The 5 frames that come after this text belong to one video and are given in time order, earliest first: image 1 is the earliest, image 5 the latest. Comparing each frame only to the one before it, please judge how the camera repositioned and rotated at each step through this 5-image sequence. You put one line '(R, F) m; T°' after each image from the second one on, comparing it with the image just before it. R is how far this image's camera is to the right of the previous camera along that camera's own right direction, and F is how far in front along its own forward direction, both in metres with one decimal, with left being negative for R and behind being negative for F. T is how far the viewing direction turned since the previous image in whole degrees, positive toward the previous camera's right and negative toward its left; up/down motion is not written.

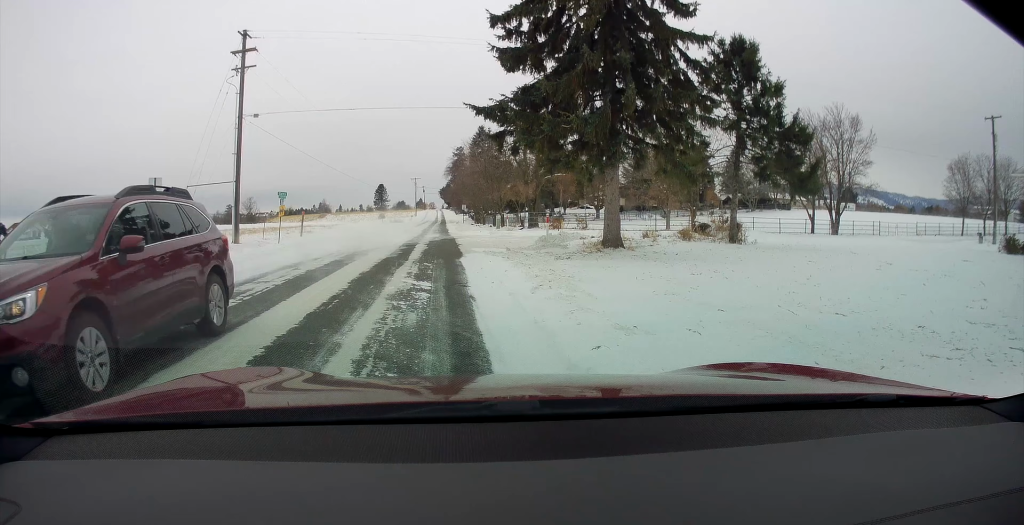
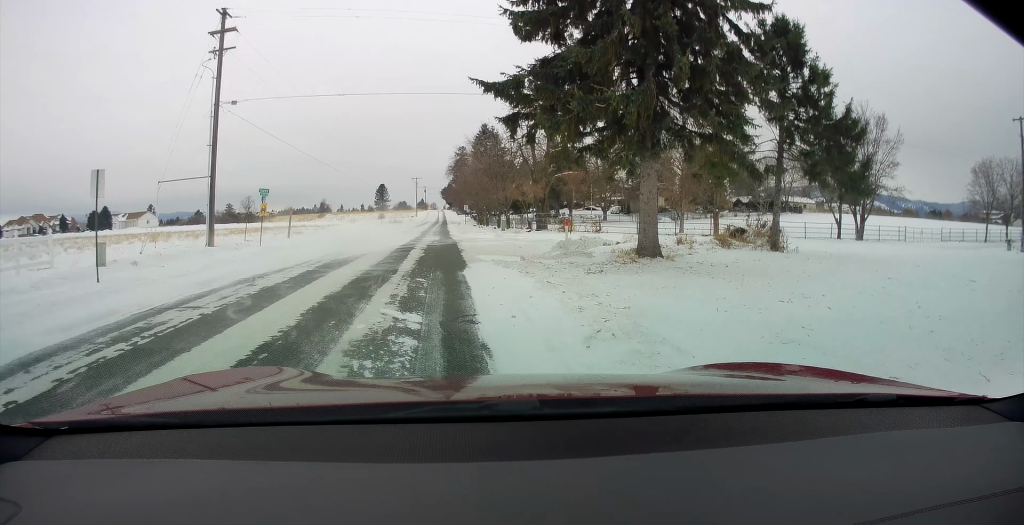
(-0.1, +3.4) m; -2°
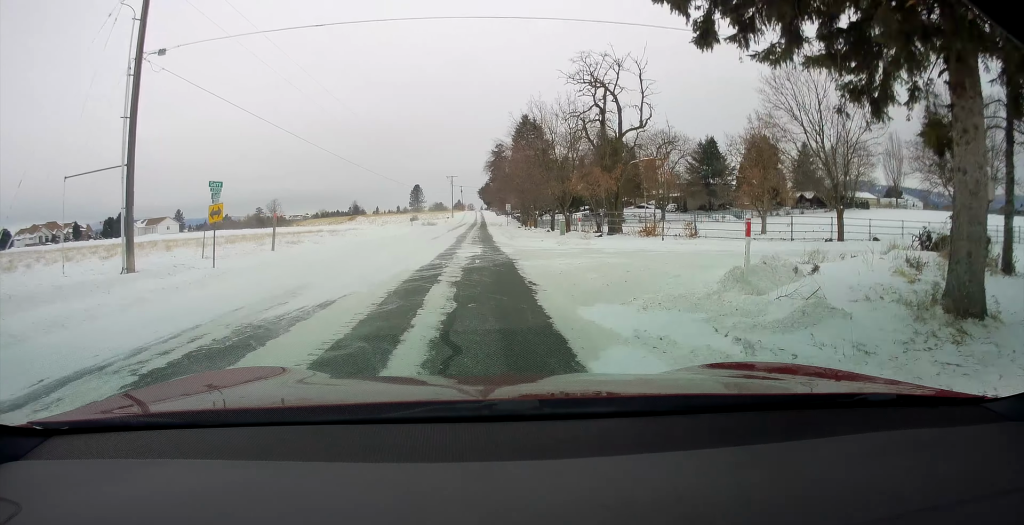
(0.0, +10.0) m; 0°
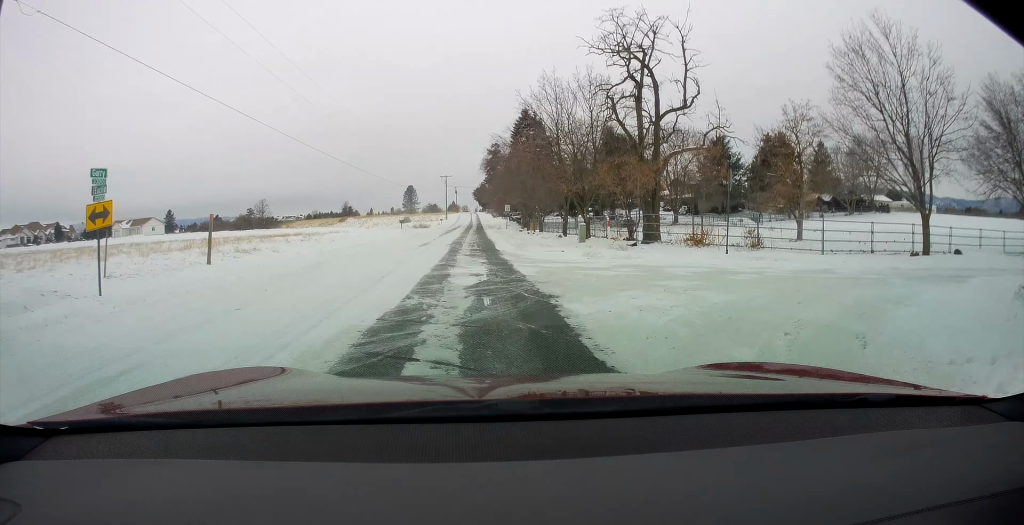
(0.0, +6.5) m; -2°
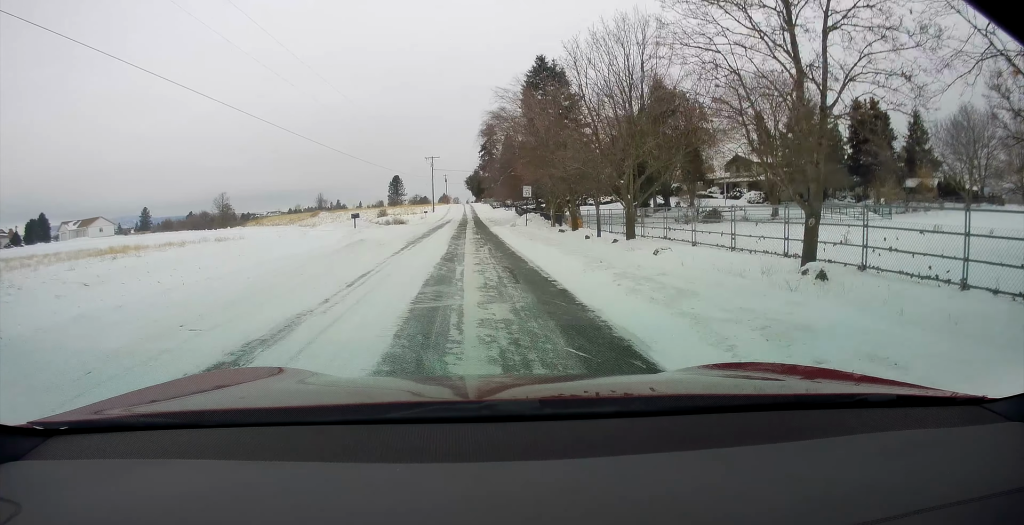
(-0.4, +23.7) m; +1°
